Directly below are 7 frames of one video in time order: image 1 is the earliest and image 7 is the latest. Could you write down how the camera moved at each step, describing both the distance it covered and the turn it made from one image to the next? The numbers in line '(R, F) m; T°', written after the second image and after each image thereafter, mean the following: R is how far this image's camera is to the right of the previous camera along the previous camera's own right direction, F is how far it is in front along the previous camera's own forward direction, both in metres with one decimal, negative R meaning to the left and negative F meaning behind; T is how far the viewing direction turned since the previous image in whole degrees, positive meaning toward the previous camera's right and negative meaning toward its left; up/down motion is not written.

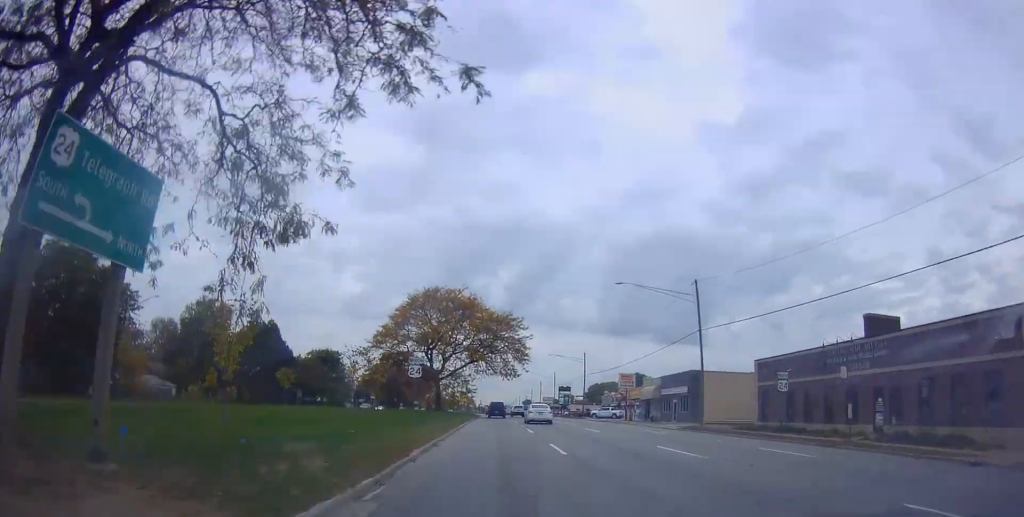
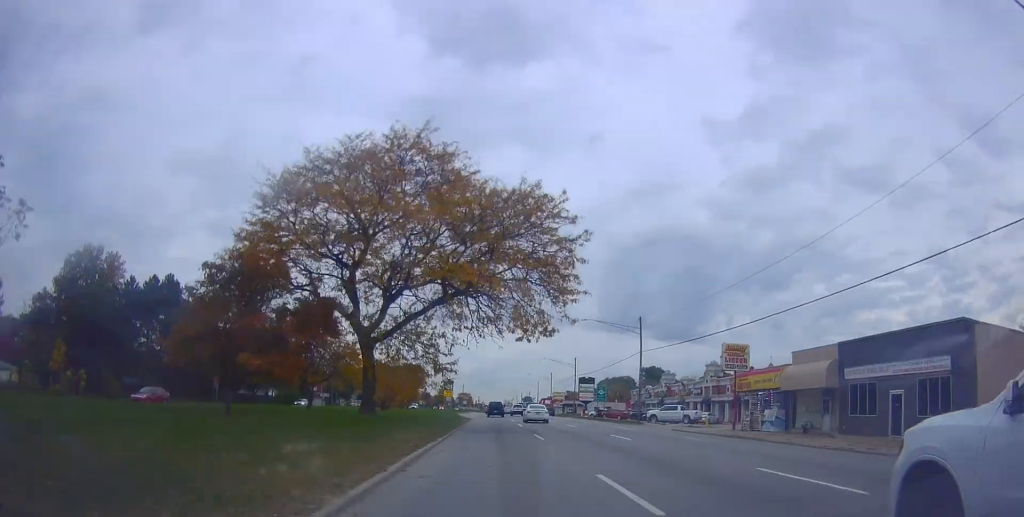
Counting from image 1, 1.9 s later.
(0.0, +37.5) m; -1°
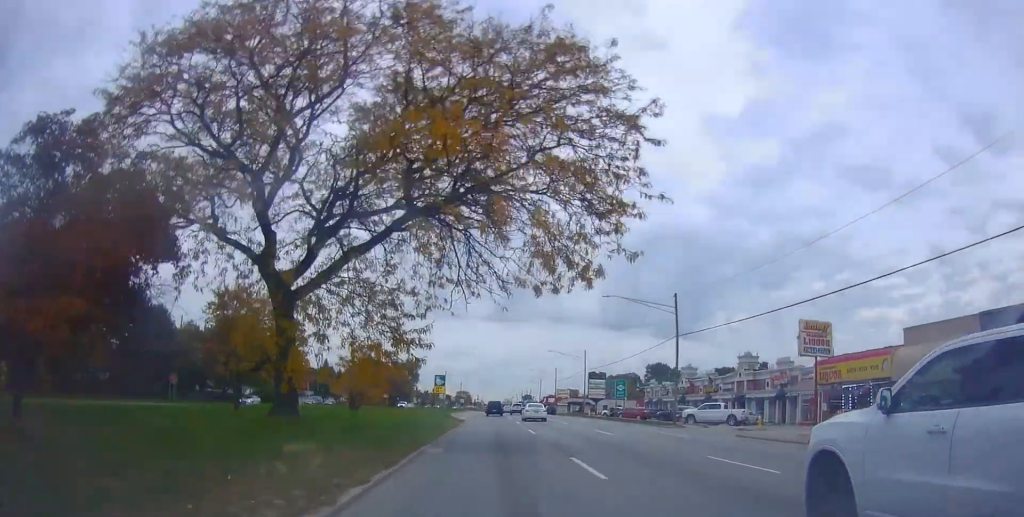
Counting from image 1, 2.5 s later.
(-0.4, +12.4) m; 0°
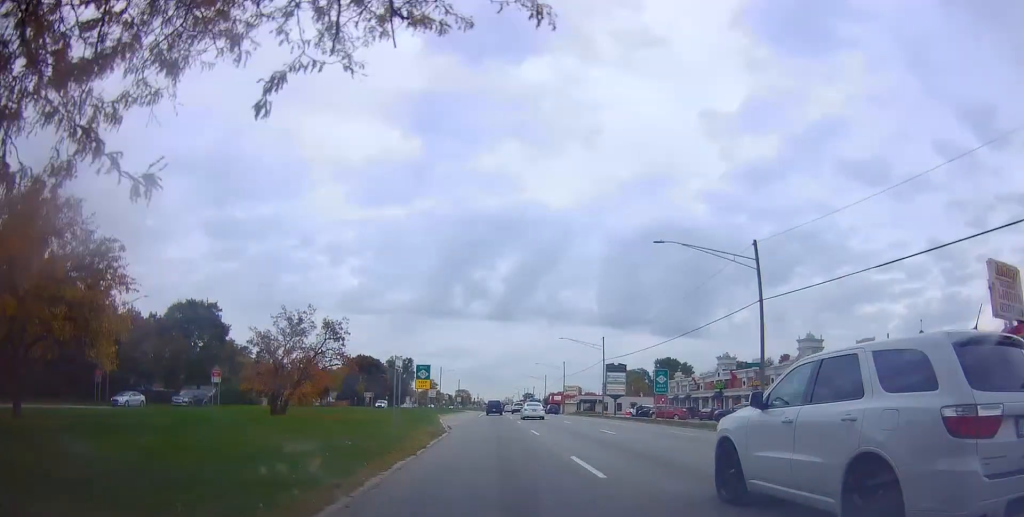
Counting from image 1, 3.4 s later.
(-0.1, +16.1) m; 0°
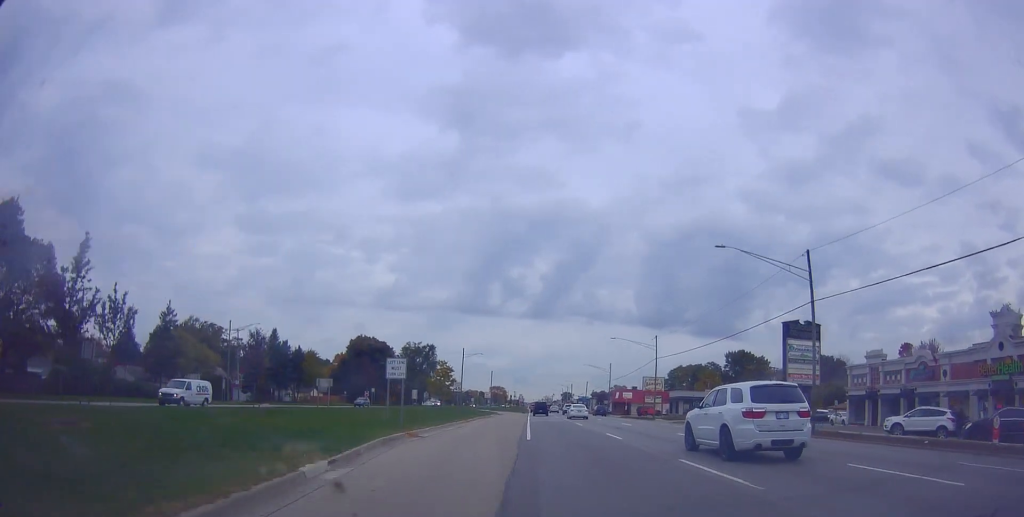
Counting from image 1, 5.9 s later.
(-0.2, +48.5) m; -1°
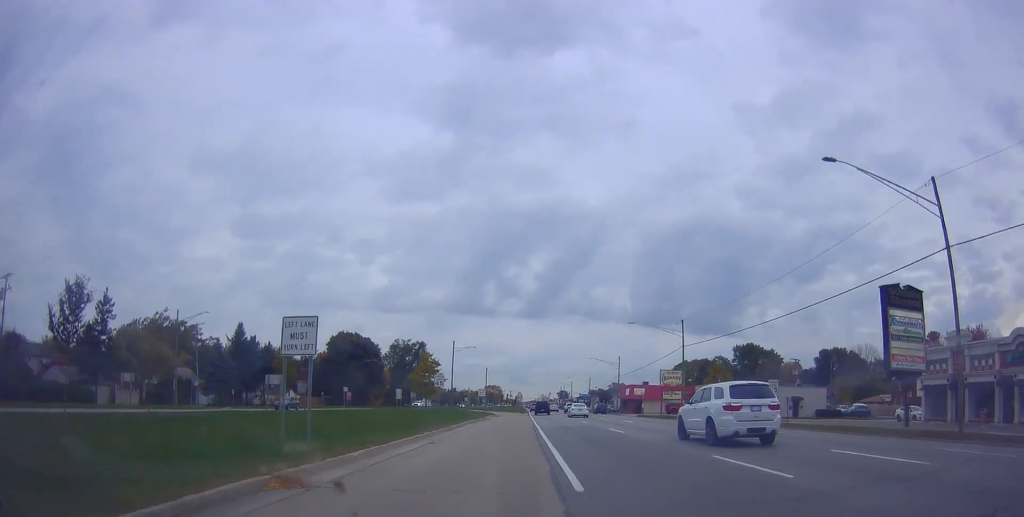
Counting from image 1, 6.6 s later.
(-0.2, +12.8) m; -1°
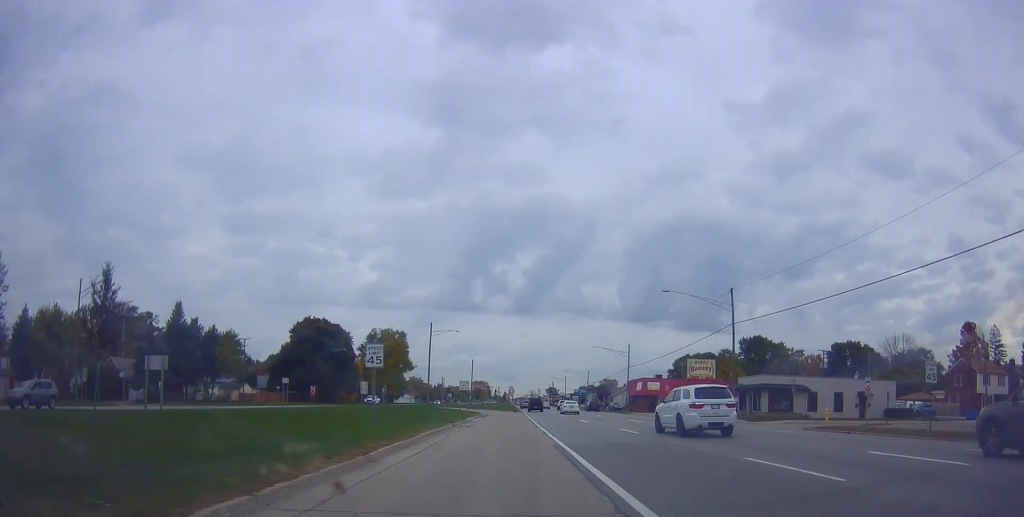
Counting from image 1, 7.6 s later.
(-0.2, +17.5) m; 0°
